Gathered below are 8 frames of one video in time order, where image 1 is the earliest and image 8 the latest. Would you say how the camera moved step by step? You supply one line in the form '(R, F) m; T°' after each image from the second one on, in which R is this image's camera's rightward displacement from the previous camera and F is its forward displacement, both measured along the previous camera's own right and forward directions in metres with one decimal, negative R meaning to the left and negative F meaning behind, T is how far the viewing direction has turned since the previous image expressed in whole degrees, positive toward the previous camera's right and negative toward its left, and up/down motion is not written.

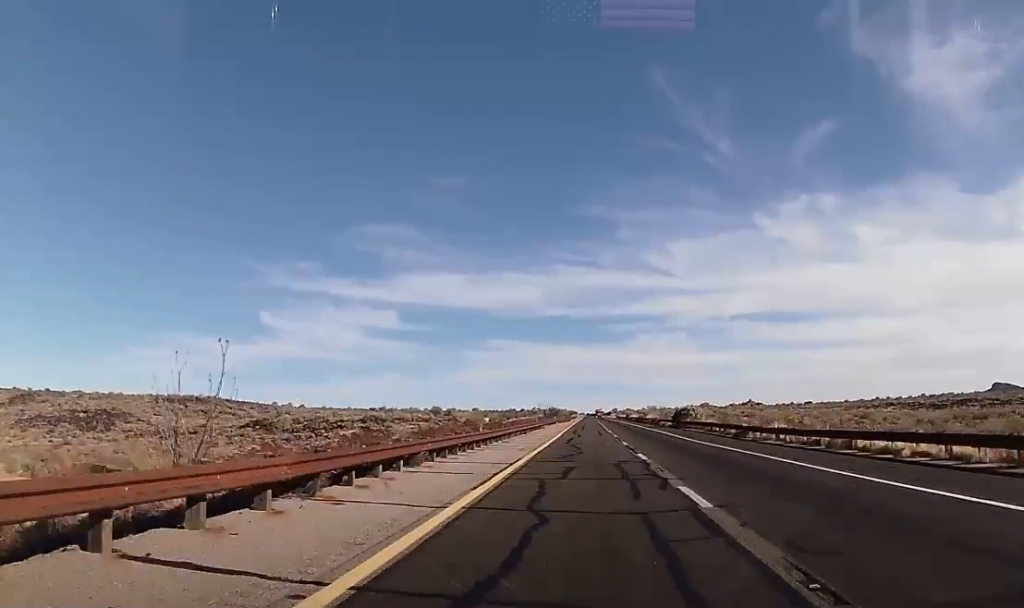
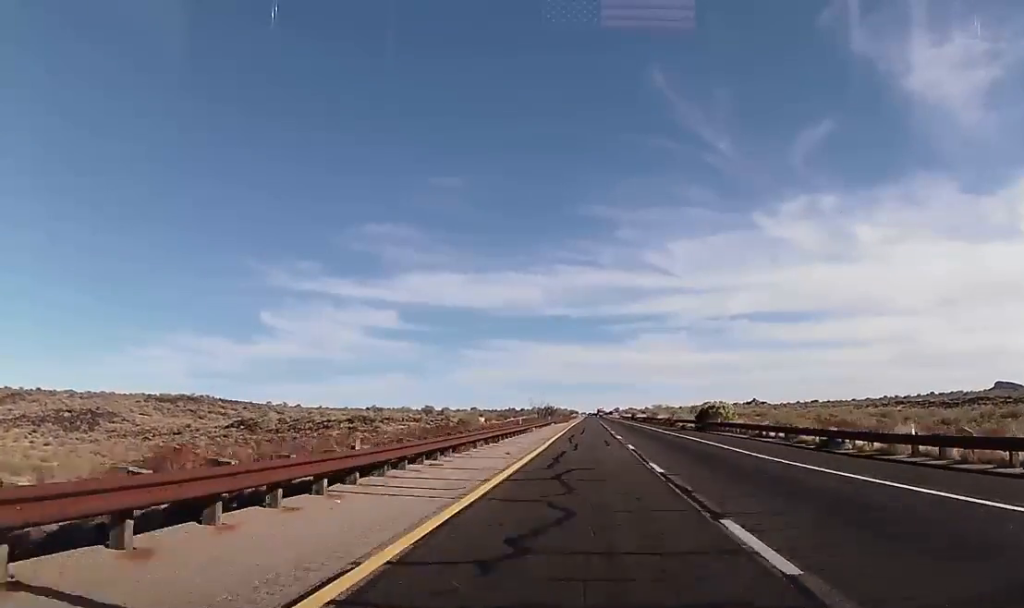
(-0.1, +16.7) m; 0°
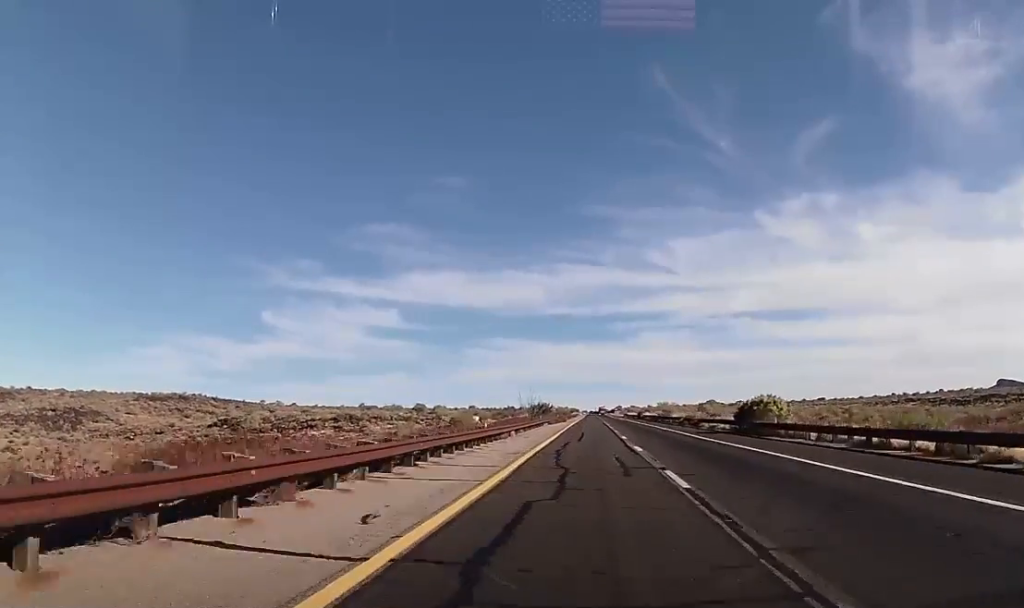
(-0.1, +16.6) m; 0°
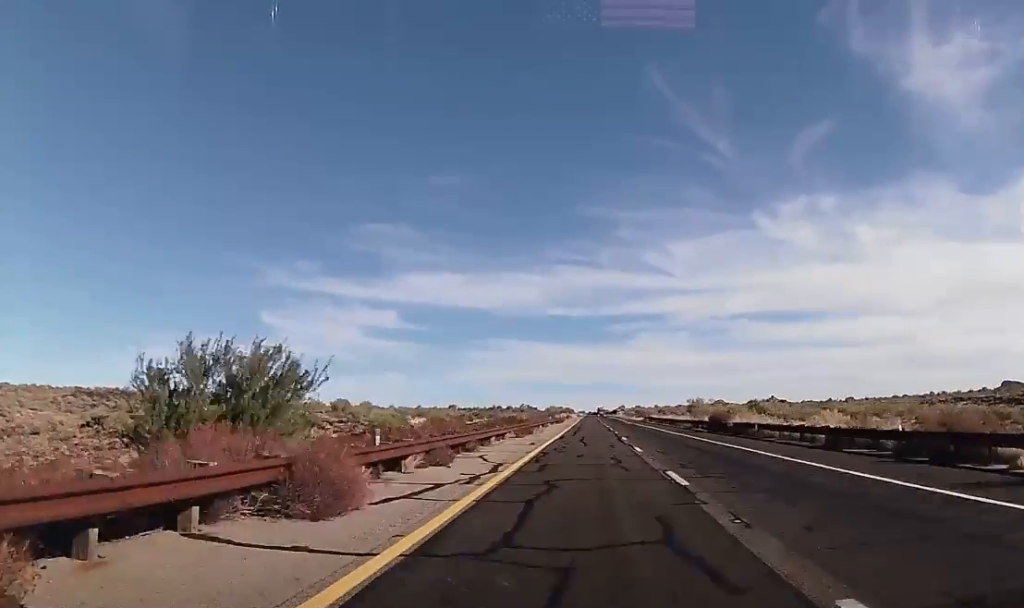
(+1.2, +84.3) m; 0°
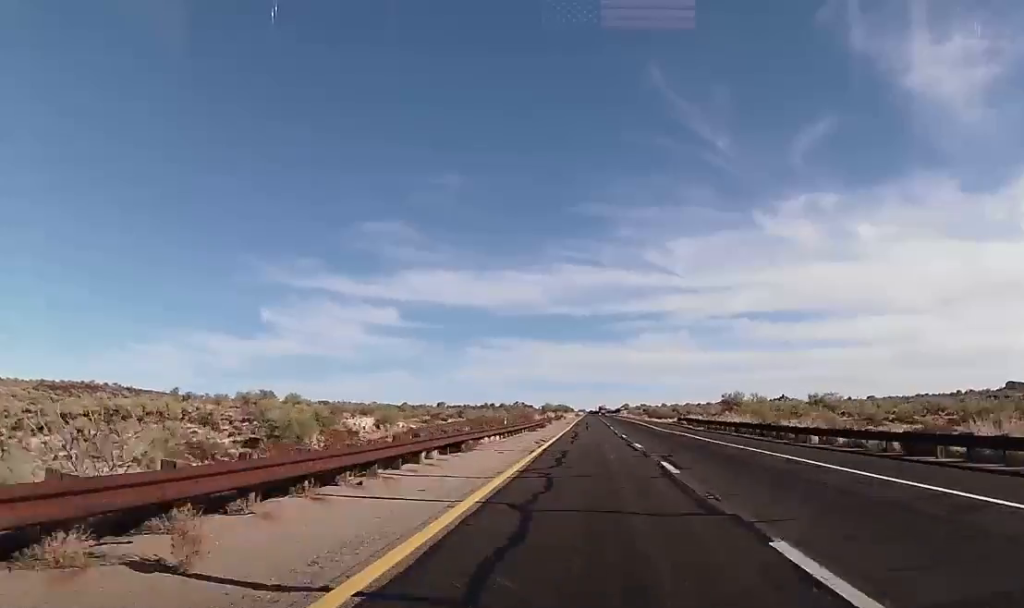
(-0.6, +46.1) m; 0°
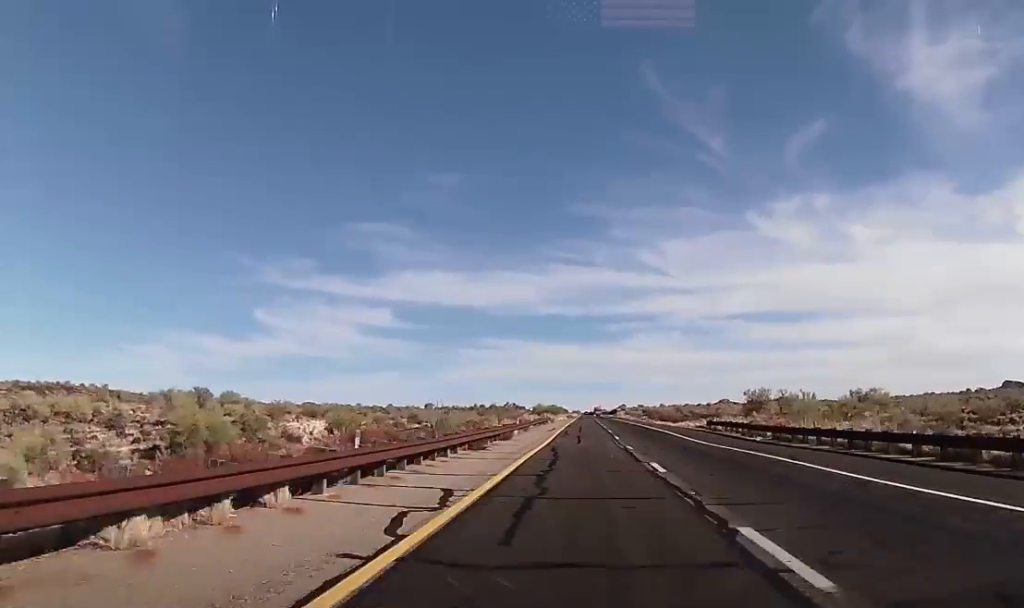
(+0.5, +23.7) m; +1°
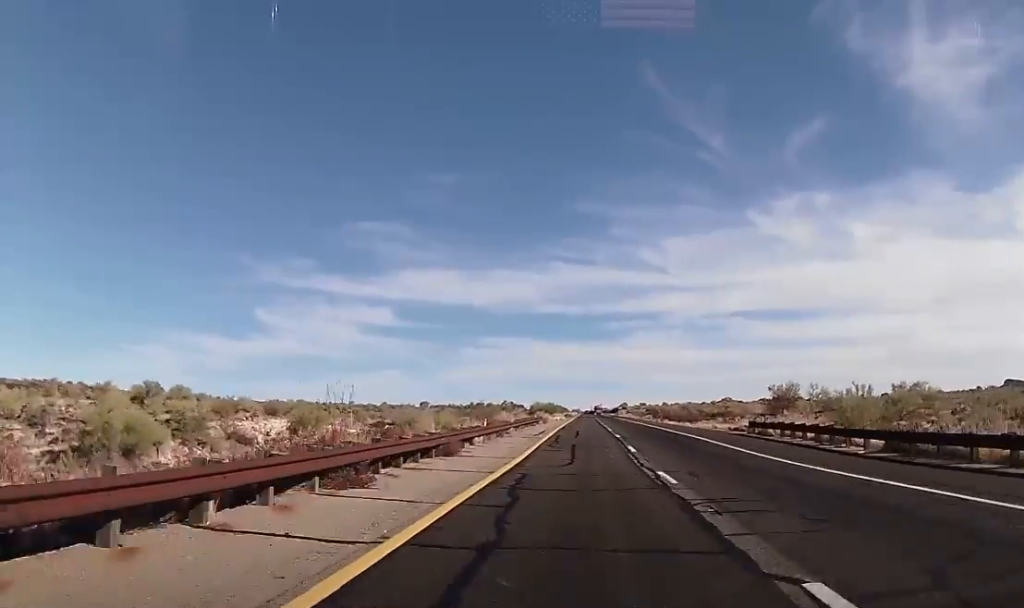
(-0.2, +15.4) m; 0°
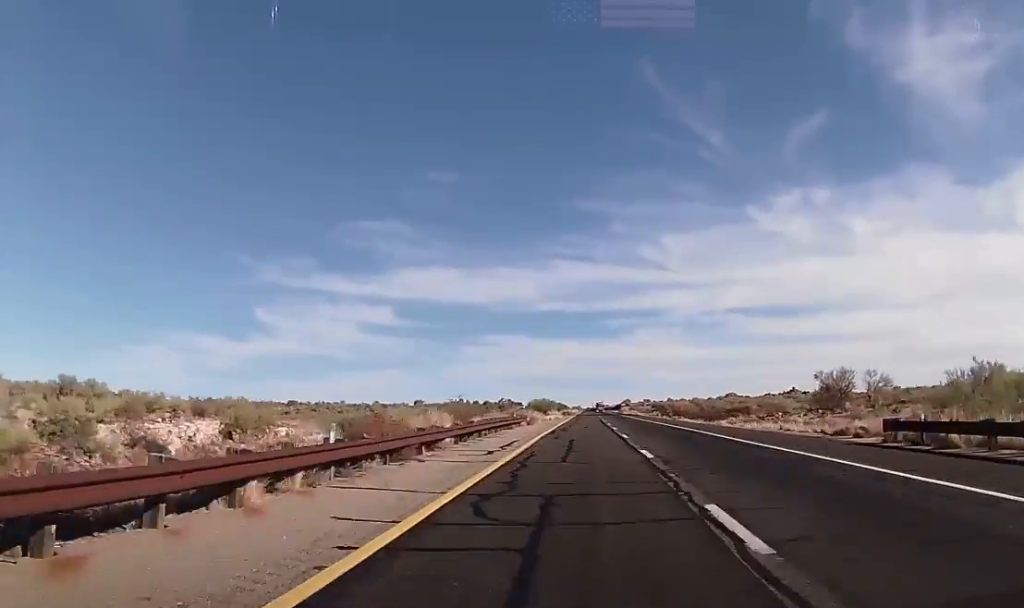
(-0.2, +20.1) m; 0°
